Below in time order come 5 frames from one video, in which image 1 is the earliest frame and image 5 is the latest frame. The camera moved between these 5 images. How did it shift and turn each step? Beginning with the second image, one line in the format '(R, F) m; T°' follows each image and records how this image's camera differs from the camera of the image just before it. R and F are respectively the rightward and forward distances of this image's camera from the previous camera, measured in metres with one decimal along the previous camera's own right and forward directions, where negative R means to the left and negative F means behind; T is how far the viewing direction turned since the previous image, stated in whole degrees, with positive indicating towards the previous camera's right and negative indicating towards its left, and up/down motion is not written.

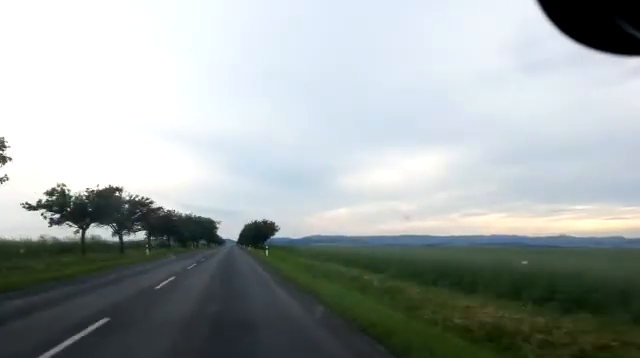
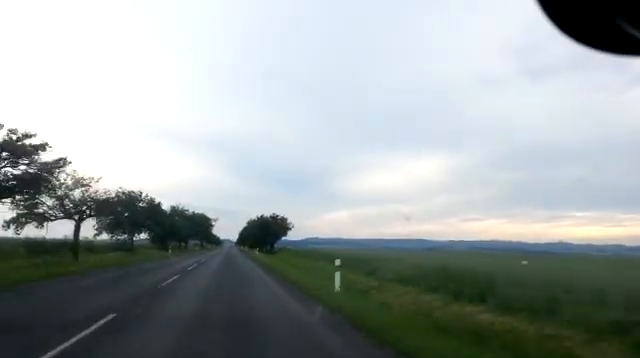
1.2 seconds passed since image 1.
(-0.2, +26.0) m; 0°
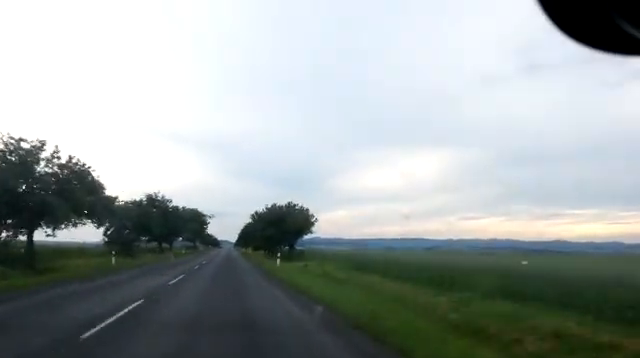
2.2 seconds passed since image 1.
(0.0, +23.6) m; +1°
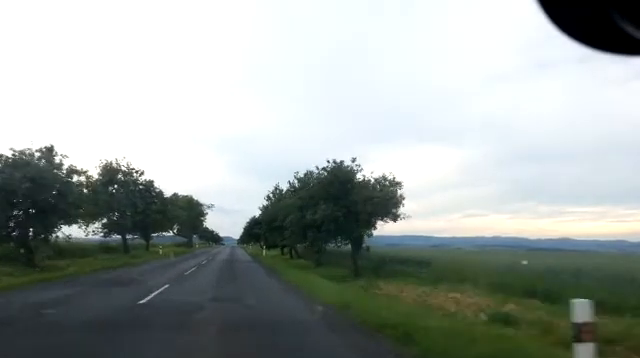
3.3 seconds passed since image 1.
(+0.3, +23.5) m; +1°
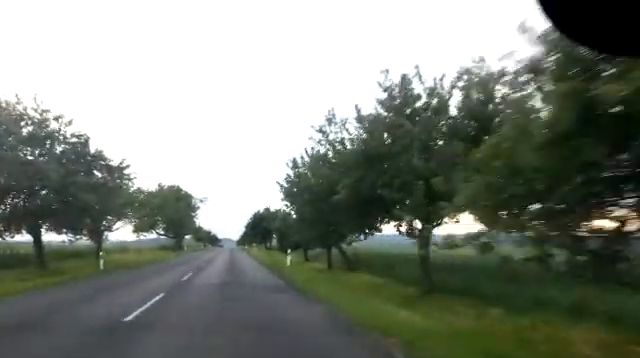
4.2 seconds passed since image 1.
(0.0, +19.7) m; 0°
